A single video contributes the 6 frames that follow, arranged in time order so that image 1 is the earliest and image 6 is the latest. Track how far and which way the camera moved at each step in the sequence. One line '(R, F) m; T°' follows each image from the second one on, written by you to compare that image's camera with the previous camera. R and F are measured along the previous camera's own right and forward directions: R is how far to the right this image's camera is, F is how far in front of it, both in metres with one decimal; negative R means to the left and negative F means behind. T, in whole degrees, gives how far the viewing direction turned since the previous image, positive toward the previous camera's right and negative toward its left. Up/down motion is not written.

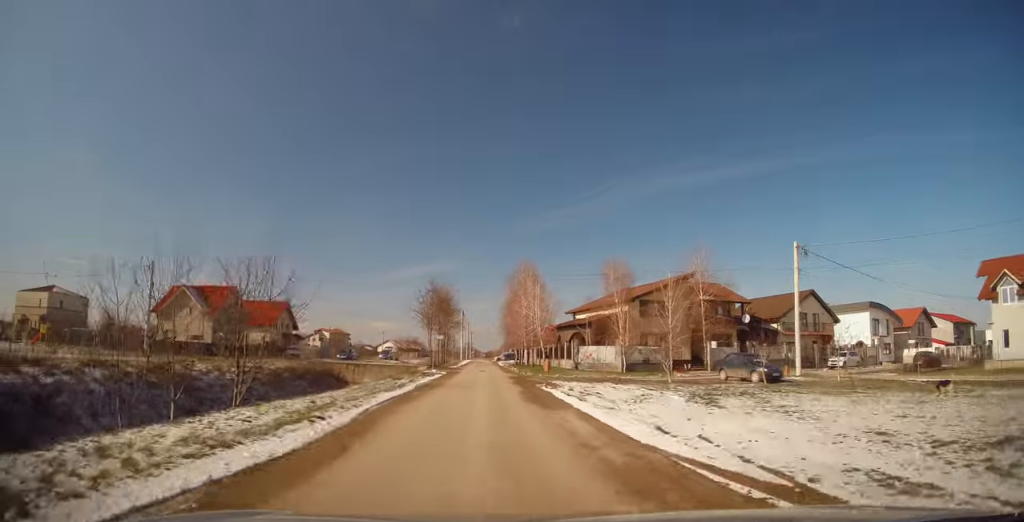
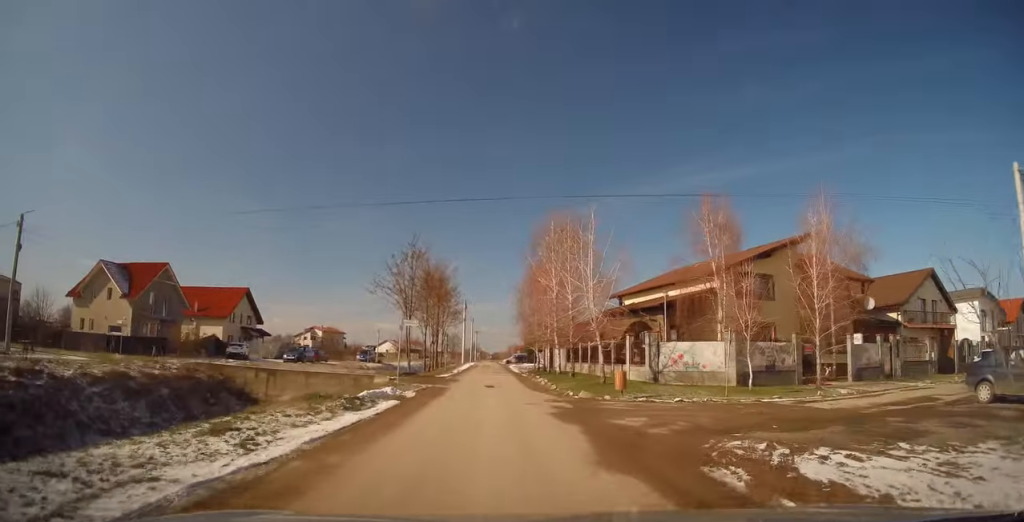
(-0.7, +18.4) m; -2°
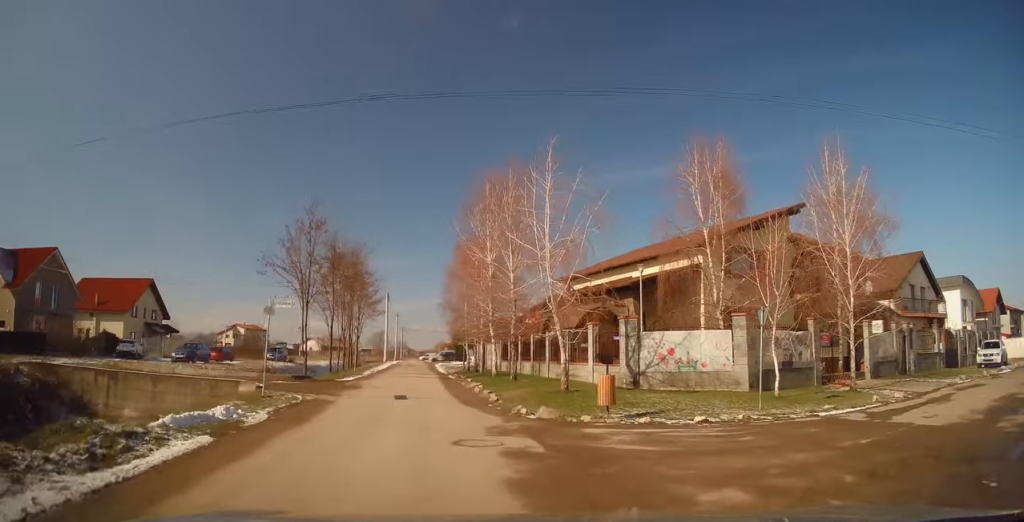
(+0.4, +7.8) m; +11°
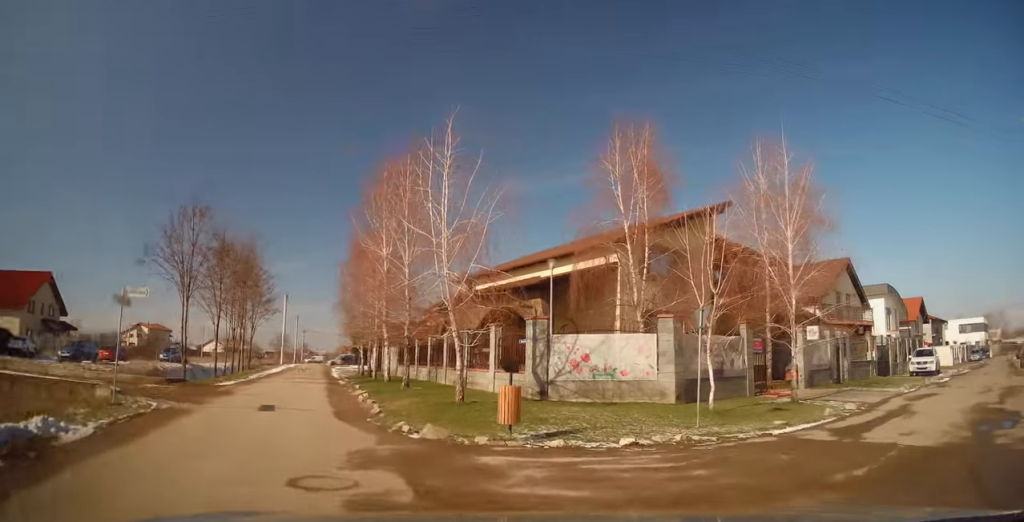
(+0.1, +3.1) m; +9°
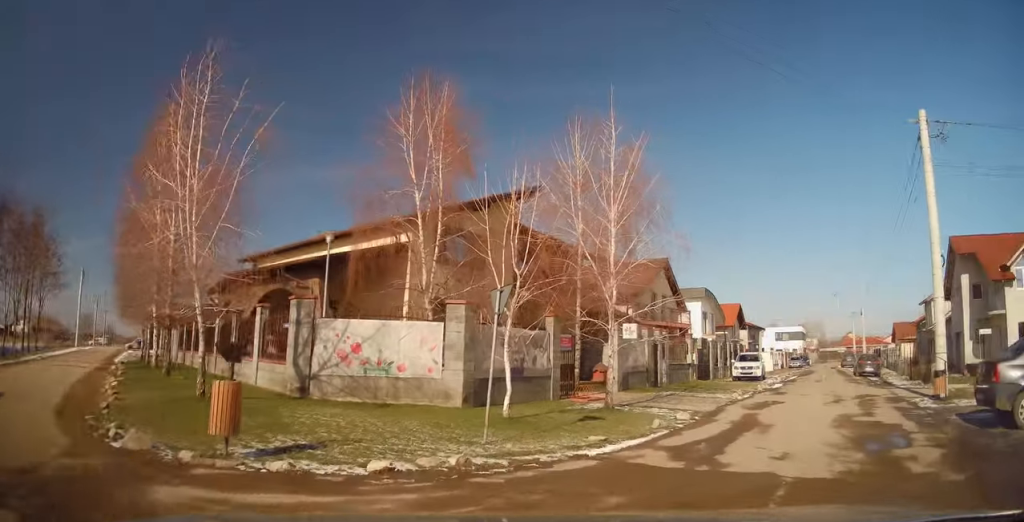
(+0.4, +3.3) m; +24°
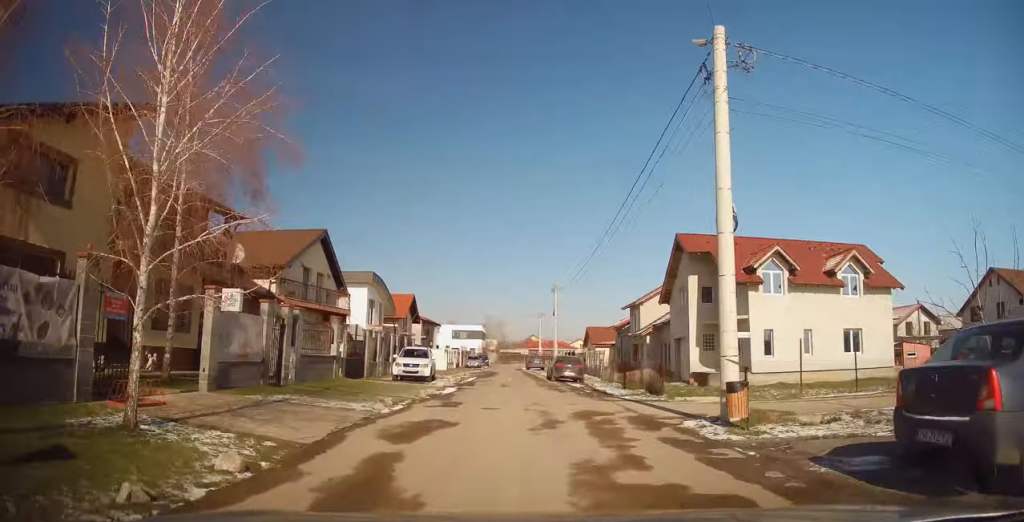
(+3.4, +6.1) m; +42°
